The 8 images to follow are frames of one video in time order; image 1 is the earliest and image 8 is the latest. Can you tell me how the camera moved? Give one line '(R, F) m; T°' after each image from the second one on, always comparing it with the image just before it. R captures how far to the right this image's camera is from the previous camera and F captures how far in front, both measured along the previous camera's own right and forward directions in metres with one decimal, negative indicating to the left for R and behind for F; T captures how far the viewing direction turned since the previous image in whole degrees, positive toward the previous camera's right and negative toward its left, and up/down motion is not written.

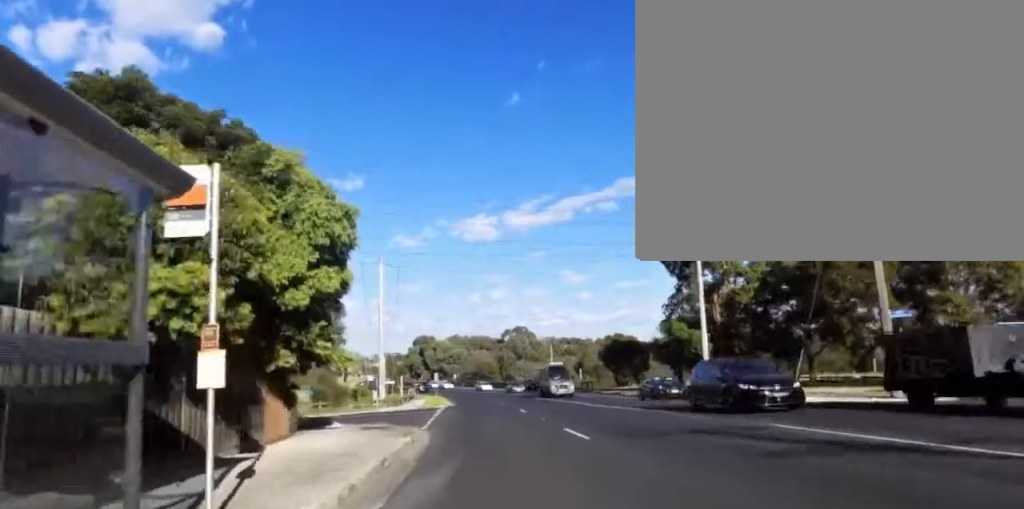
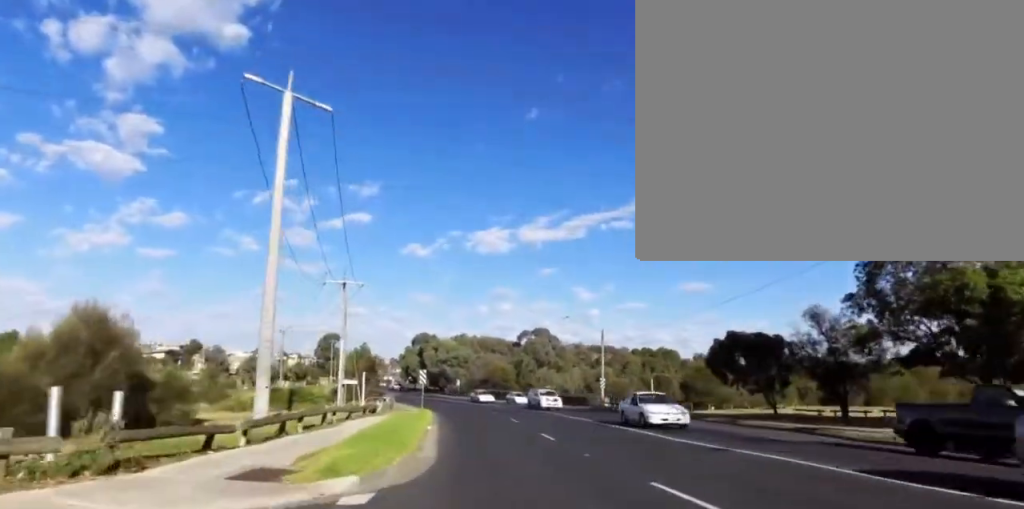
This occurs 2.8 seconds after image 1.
(+1.1, +31.1) m; -3°
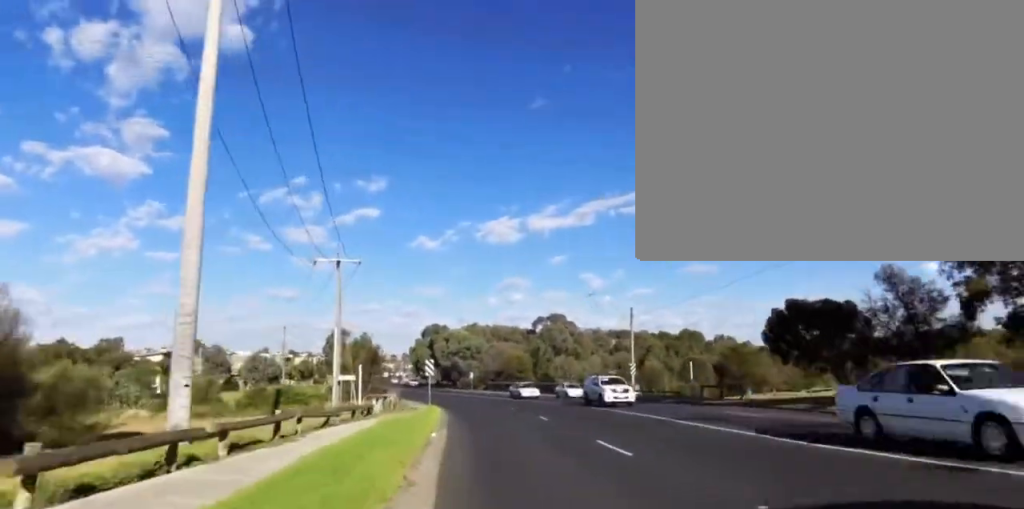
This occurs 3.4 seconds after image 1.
(0.0, +6.5) m; 0°
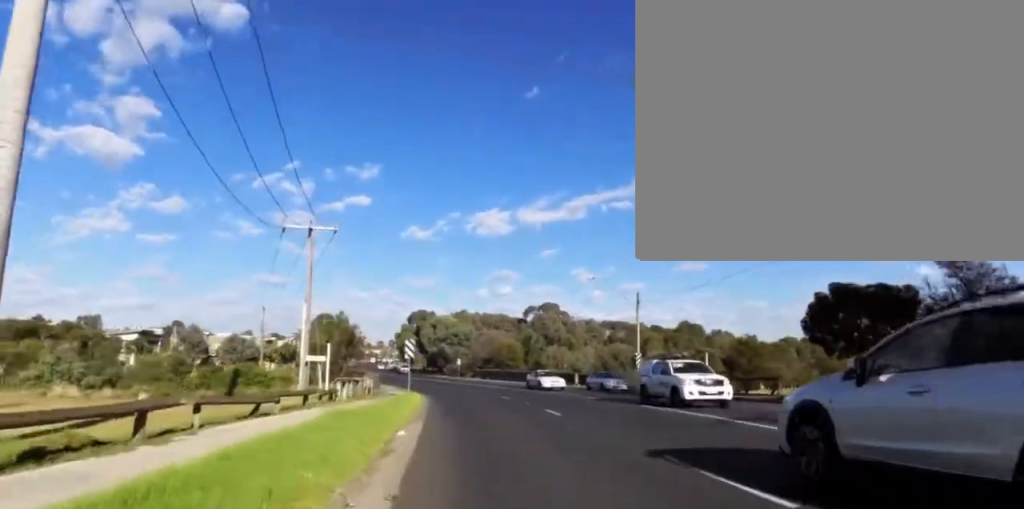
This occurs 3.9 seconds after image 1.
(0.0, +5.7) m; -2°
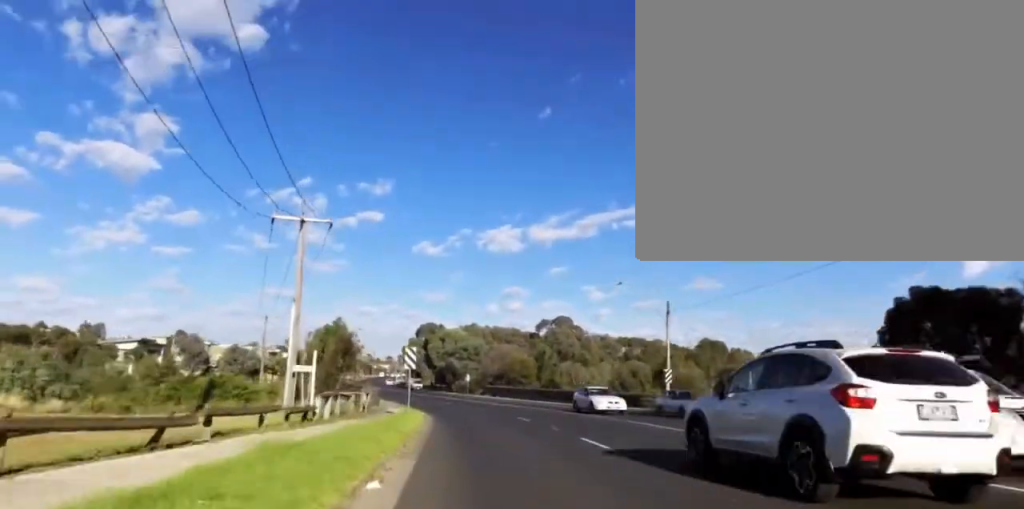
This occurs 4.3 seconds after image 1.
(+0.2, +4.9) m; -3°
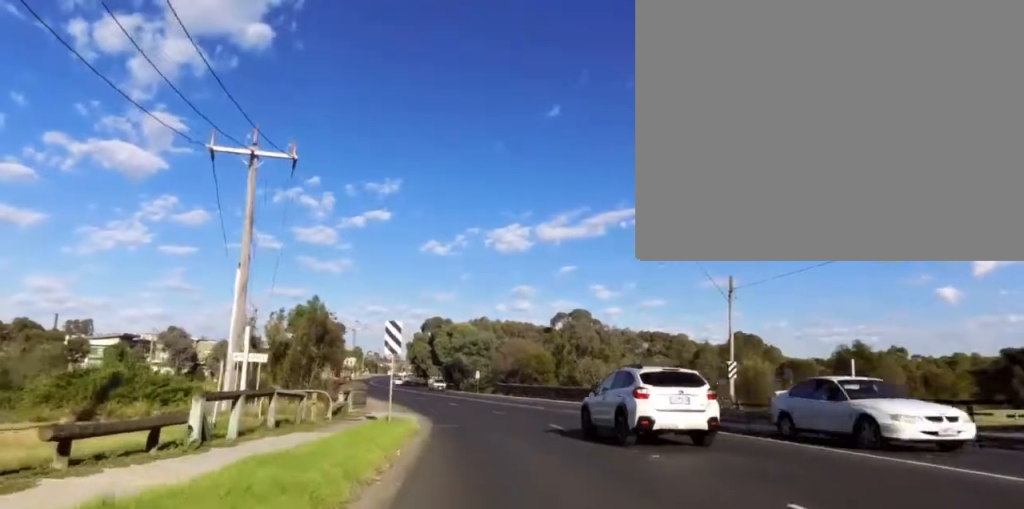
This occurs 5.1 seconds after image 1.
(-0.8, +8.9) m; -7°
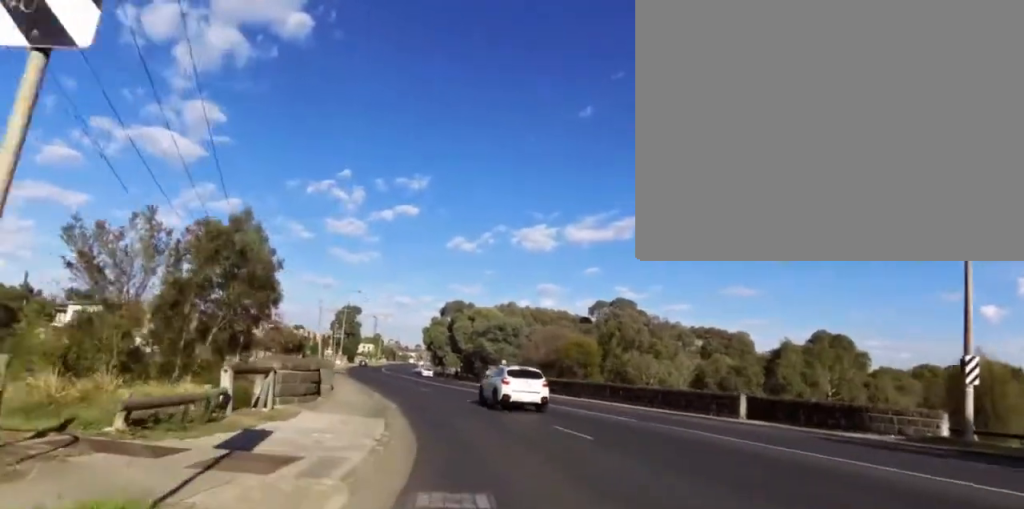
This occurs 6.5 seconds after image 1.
(-1.0, +13.8) m; 0°
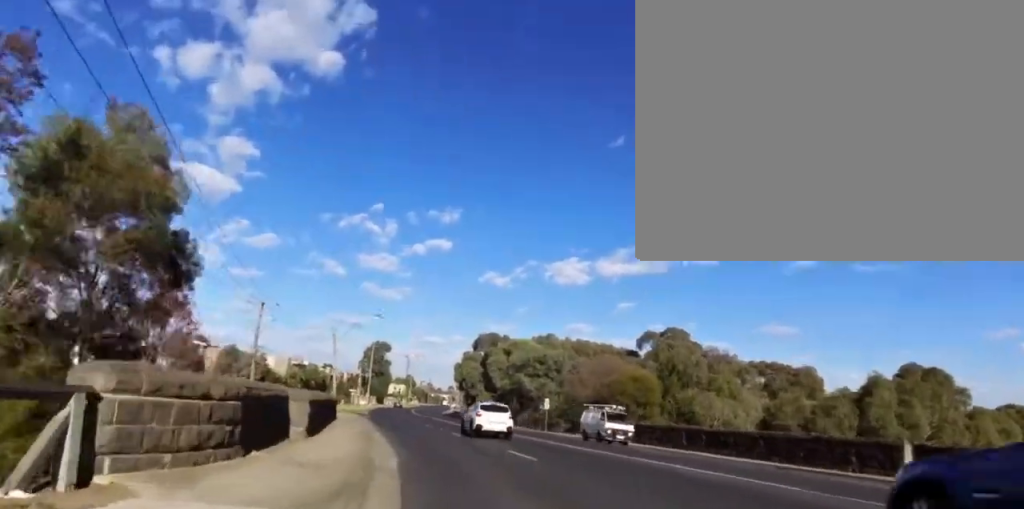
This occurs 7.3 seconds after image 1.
(+0.7, +8.5) m; +5°
